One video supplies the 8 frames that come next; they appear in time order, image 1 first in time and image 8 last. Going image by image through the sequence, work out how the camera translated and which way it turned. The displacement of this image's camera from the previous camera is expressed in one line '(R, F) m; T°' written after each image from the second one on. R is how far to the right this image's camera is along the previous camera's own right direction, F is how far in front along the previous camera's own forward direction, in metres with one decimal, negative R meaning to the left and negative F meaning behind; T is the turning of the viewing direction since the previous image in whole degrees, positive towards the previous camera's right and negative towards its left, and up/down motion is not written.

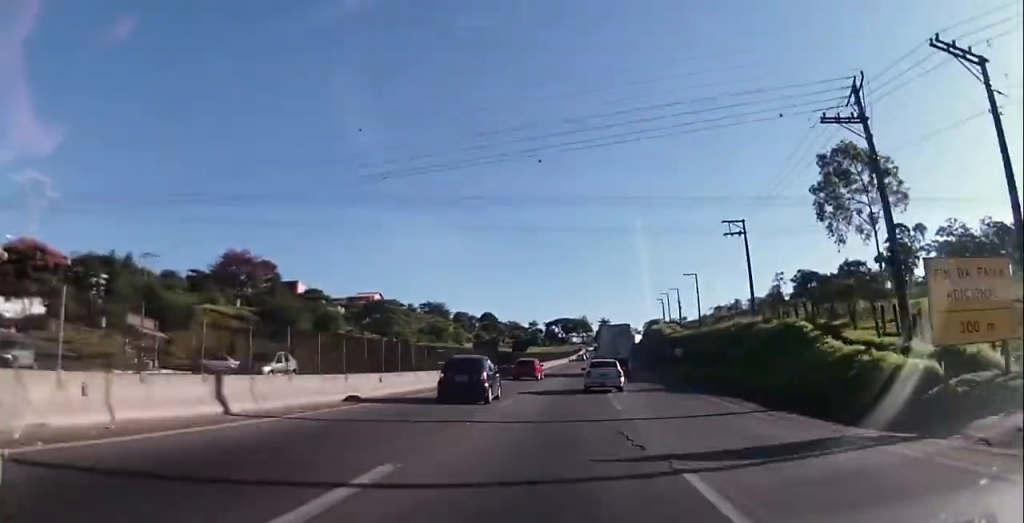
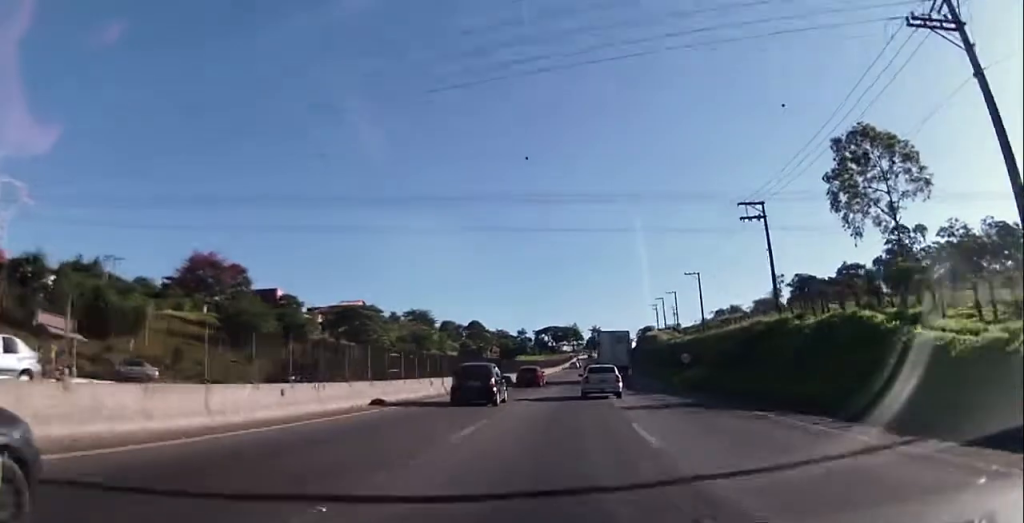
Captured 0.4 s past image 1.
(+0.2, +8.6) m; +1°
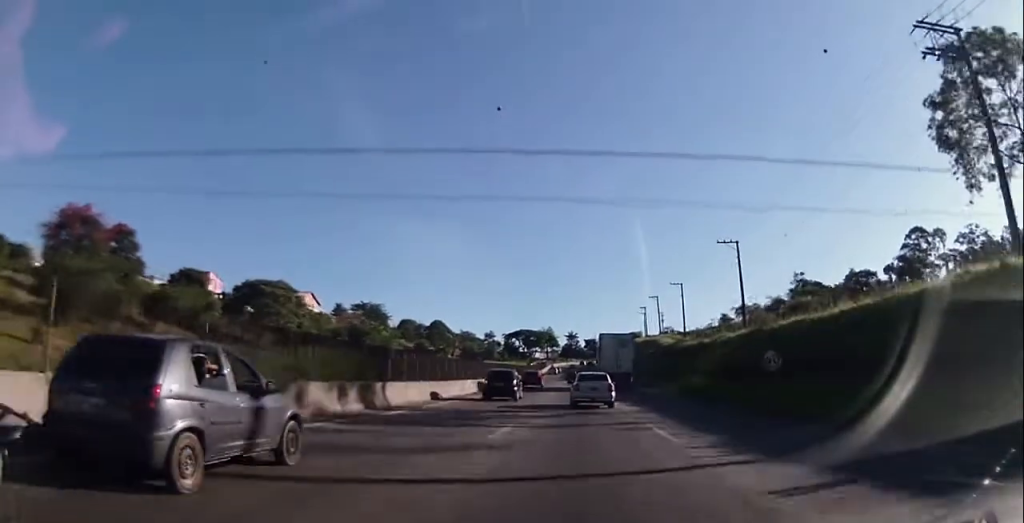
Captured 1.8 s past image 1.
(+0.8, +29.2) m; +3°
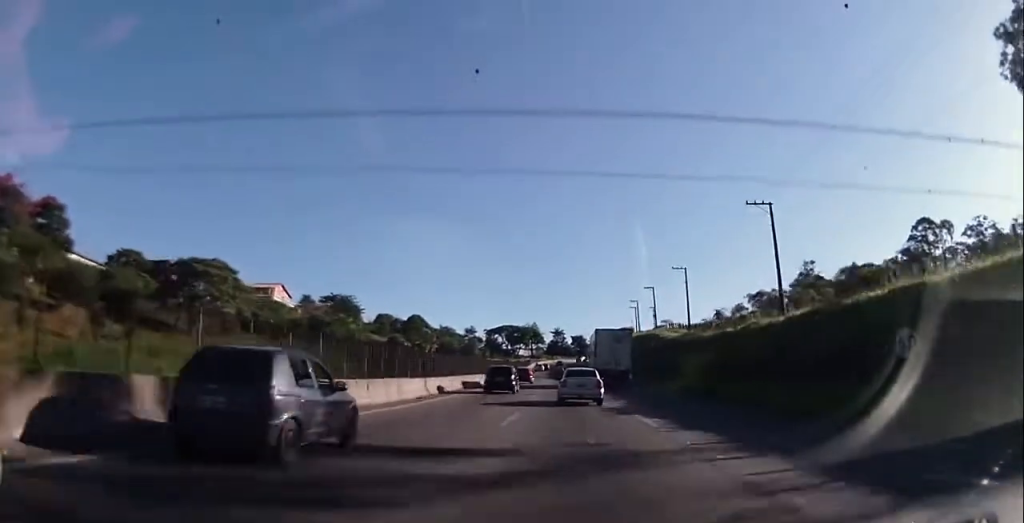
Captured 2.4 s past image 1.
(+0.2, +13.4) m; +1°
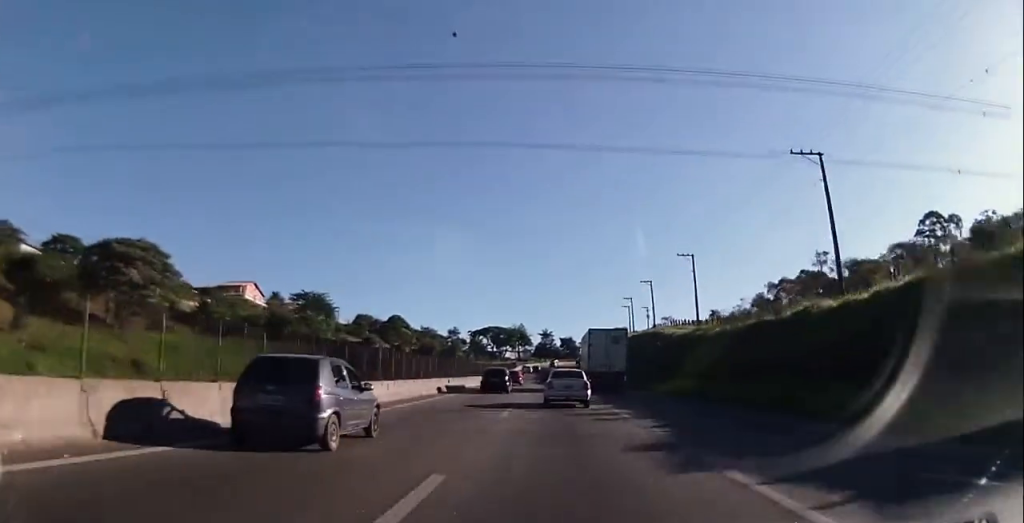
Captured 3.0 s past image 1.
(+0.1, +11.9) m; +1°
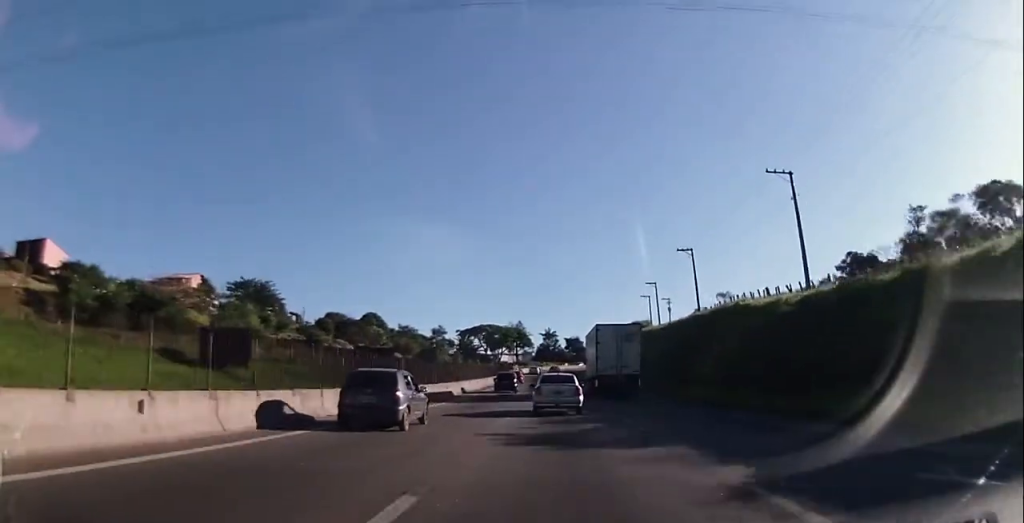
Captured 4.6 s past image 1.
(0.0, +33.1) m; 0°
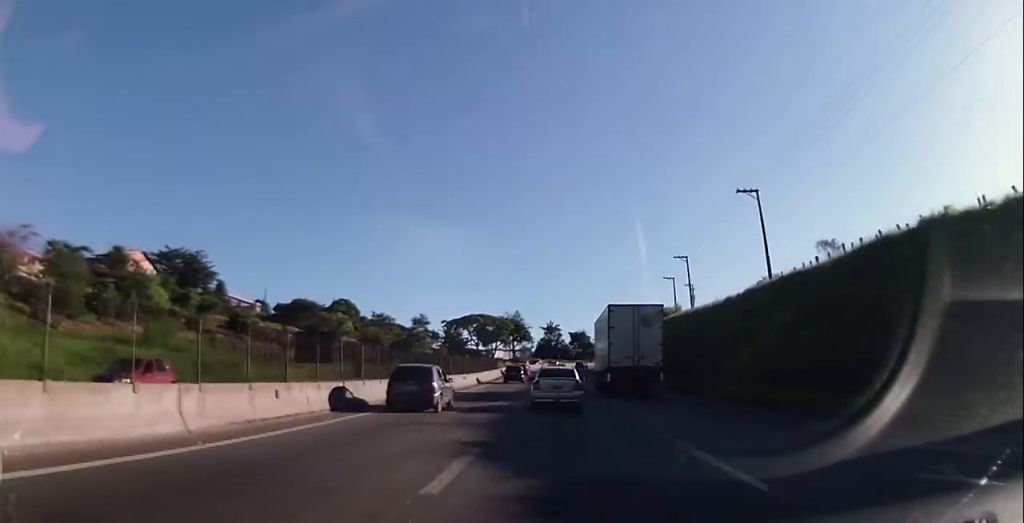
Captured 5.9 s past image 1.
(+0.3, +27.0) m; 0°
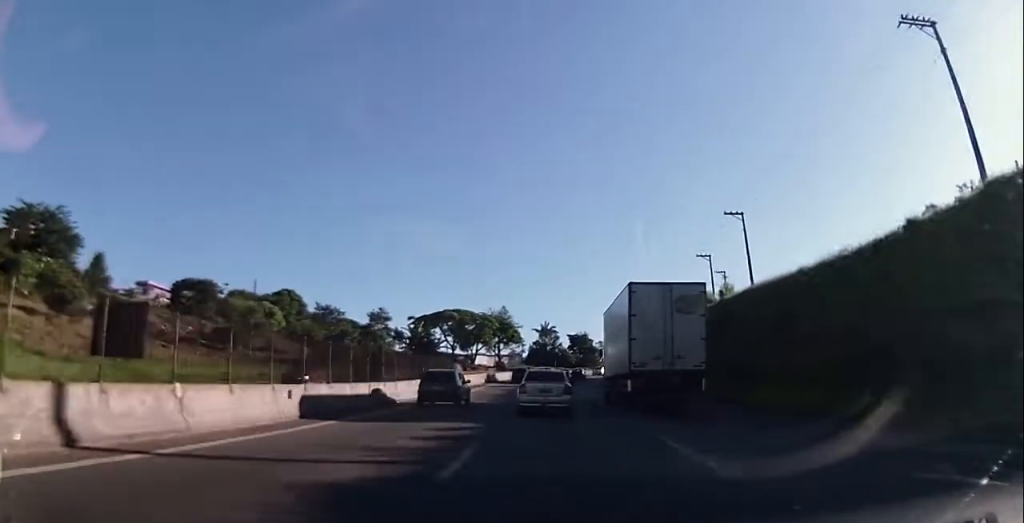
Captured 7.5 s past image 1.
(+0.5, +31.5) m; +1°
